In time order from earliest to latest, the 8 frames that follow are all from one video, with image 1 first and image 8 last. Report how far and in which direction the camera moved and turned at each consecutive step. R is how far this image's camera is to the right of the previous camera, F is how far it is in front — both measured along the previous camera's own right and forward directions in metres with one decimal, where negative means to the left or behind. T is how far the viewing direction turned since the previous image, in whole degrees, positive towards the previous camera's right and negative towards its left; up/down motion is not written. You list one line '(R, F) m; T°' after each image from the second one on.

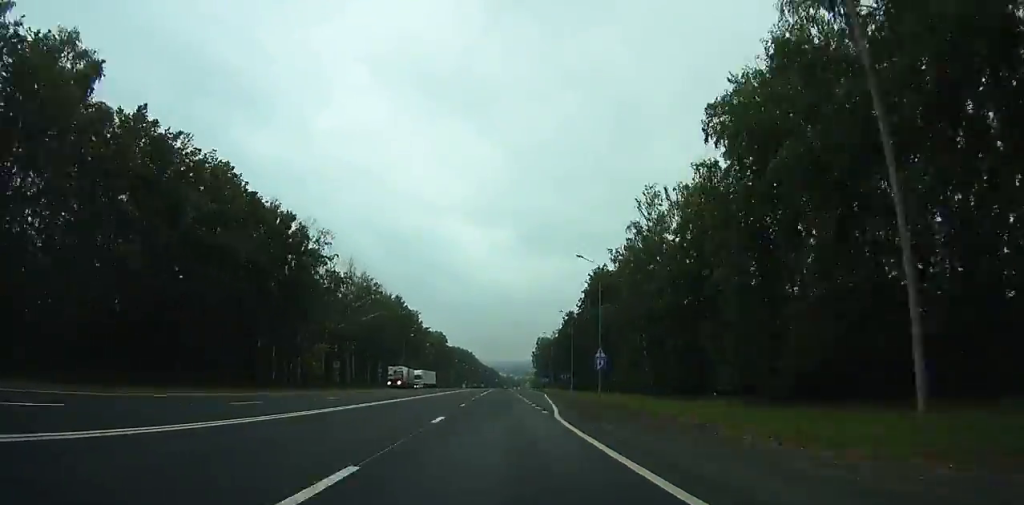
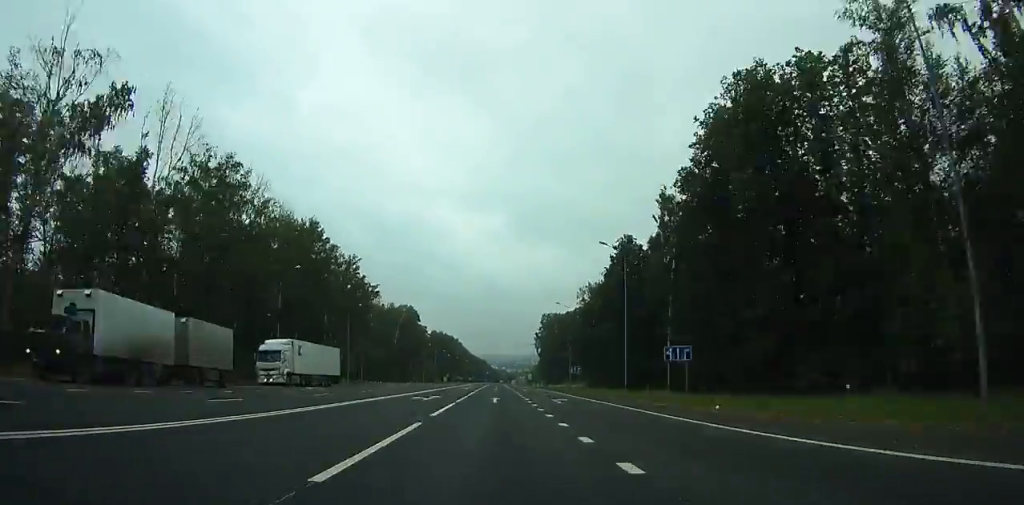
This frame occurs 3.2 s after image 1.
(+5.2, +79.1) m; +7°
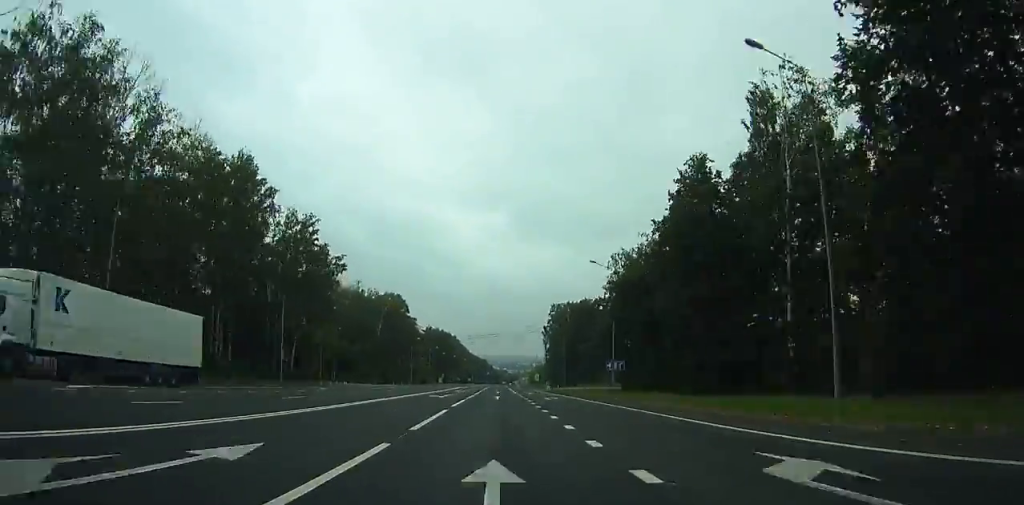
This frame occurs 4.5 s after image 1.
(+1.2, +33.1) m; -7°
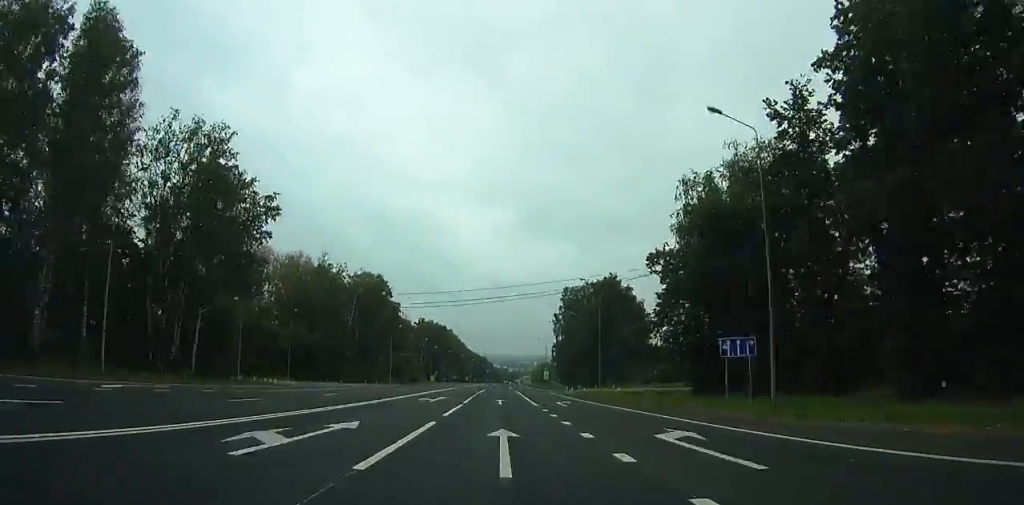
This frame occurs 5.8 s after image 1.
(+5.2, +32.8) m; -7°
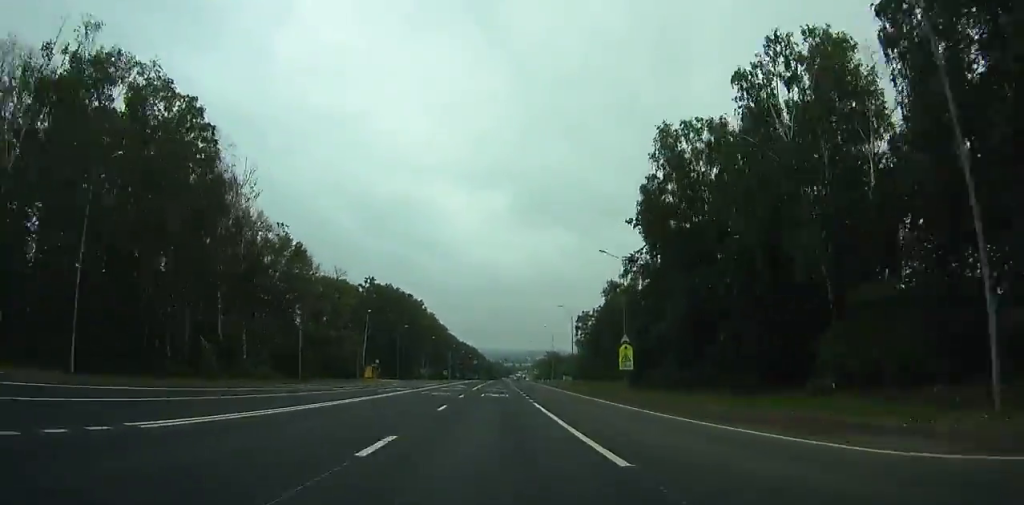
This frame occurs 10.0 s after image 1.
(-17.6, +91.4) m; +5°
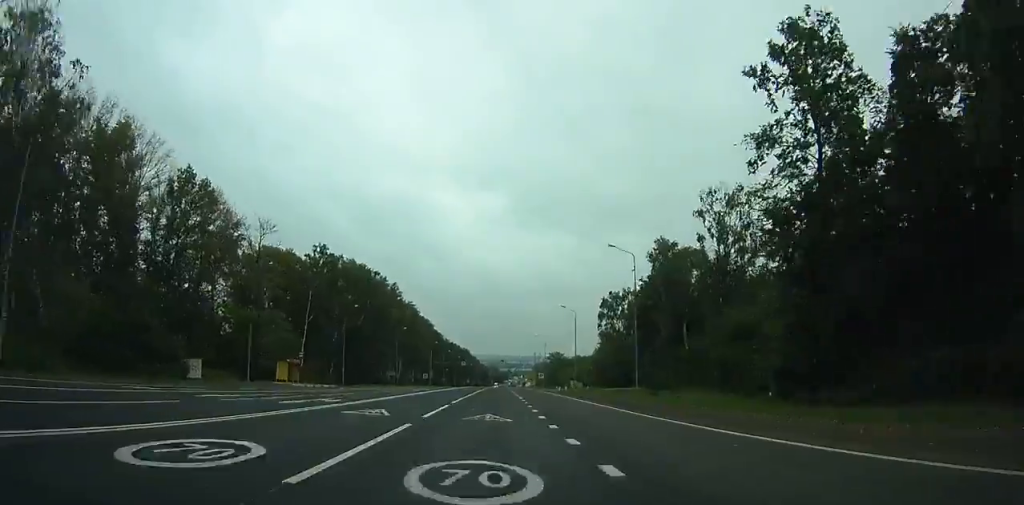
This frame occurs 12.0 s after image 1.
(+16.4, +36.3) m; +12°
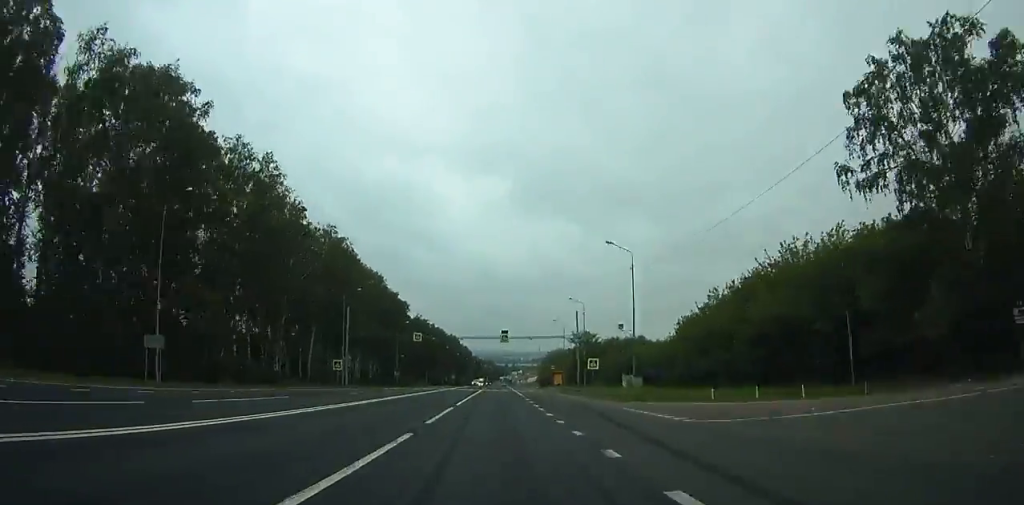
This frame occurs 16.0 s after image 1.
(-10.7, +84.0) m; -9°
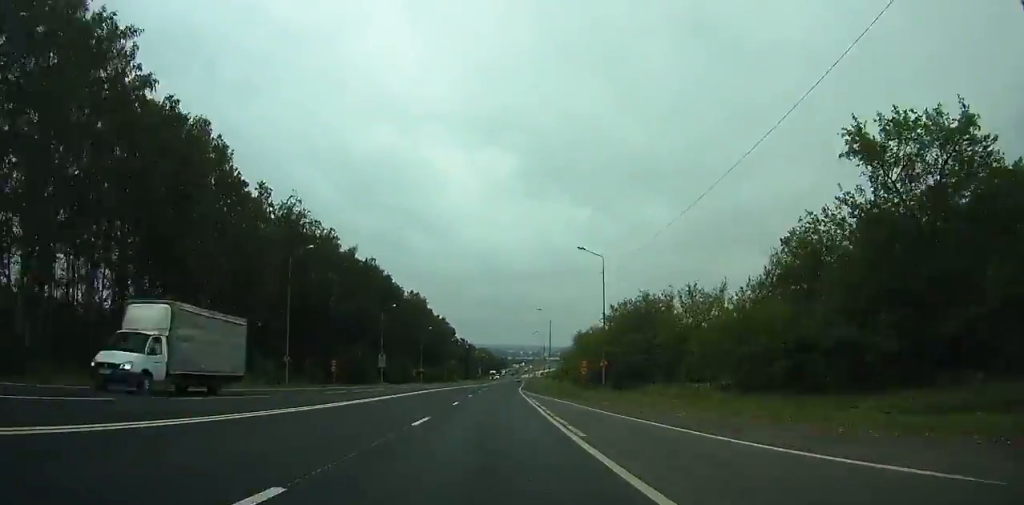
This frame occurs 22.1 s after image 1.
(+0.2, +131.0) m; +1°
